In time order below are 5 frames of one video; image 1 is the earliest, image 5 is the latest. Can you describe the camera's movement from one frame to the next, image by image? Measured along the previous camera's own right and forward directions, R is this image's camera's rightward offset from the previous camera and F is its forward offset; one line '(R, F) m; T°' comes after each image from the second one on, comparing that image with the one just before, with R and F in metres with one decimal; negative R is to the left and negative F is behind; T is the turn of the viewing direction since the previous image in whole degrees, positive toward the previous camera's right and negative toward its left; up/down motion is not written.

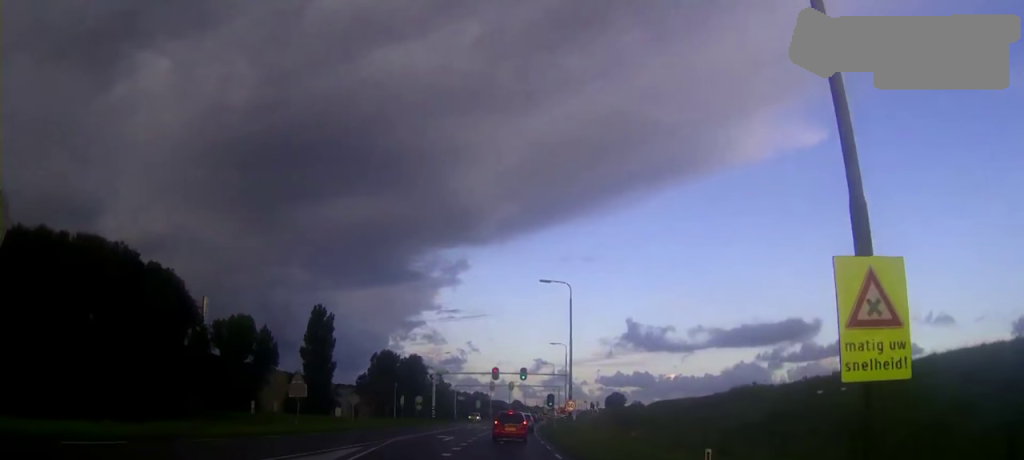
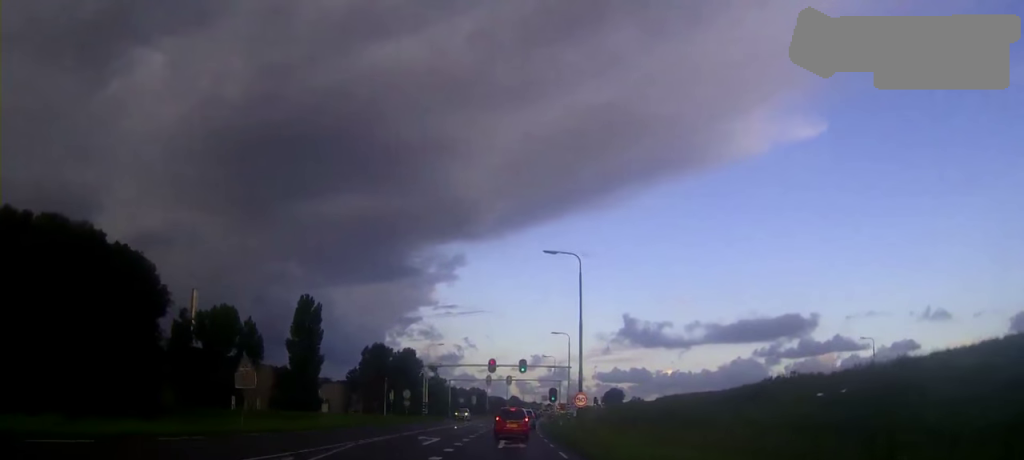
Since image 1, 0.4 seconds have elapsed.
(0.0, +7.6) m; 0°
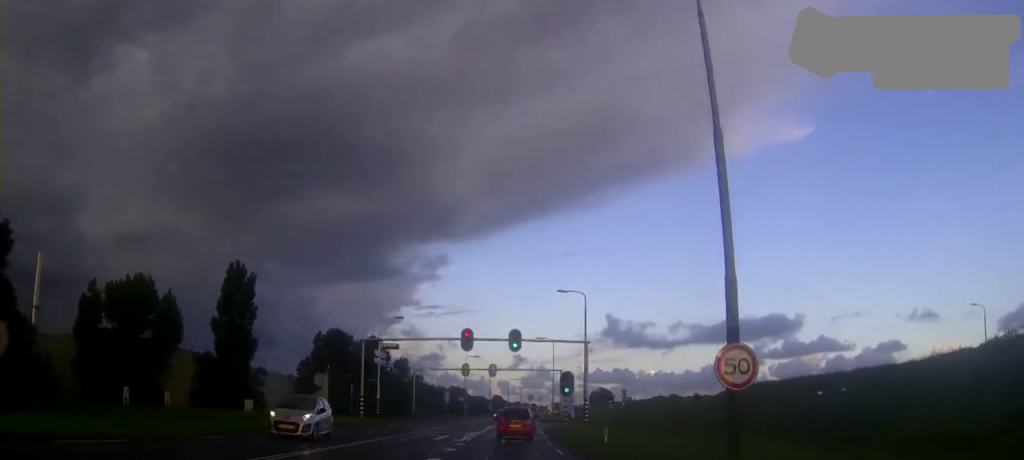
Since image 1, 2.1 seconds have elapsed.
(+0.3, +28.5) m; +1°
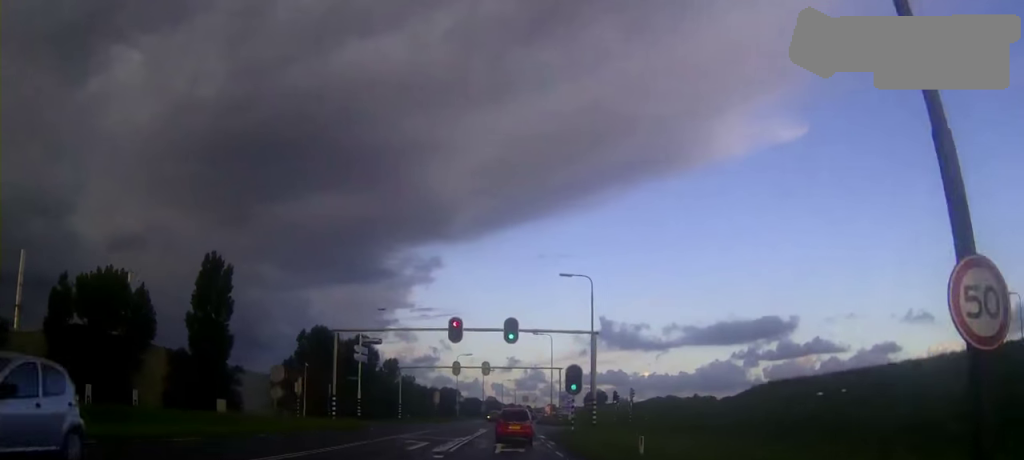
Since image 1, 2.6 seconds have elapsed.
(0.0, +7.3) m; 0°
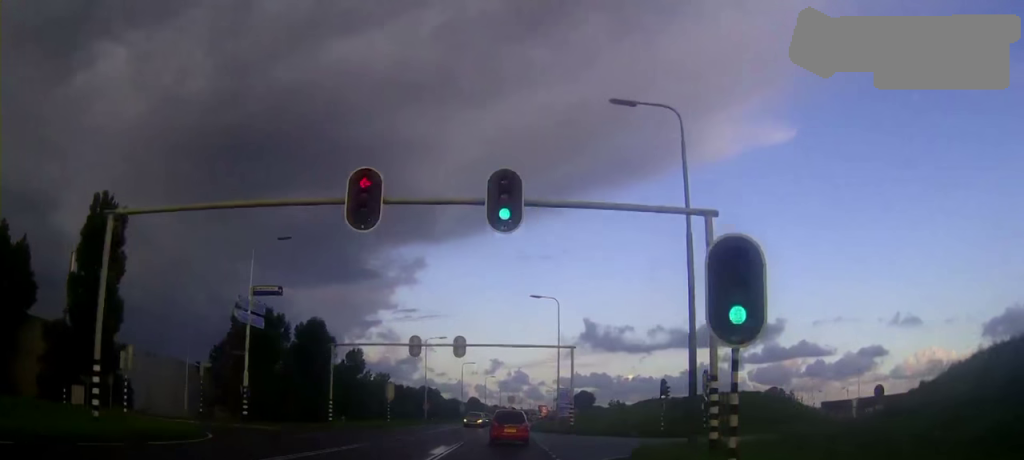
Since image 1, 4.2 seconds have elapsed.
(+0.3, +27.1) m; +1°
